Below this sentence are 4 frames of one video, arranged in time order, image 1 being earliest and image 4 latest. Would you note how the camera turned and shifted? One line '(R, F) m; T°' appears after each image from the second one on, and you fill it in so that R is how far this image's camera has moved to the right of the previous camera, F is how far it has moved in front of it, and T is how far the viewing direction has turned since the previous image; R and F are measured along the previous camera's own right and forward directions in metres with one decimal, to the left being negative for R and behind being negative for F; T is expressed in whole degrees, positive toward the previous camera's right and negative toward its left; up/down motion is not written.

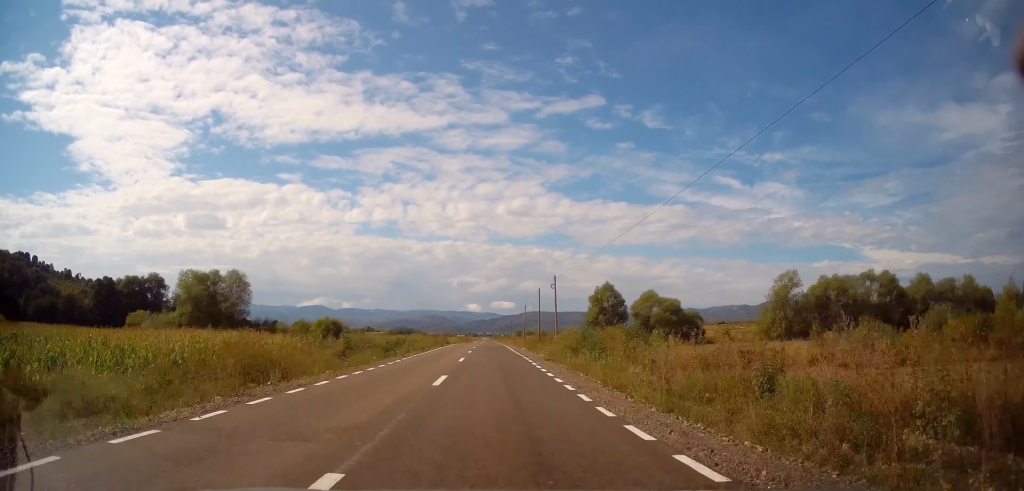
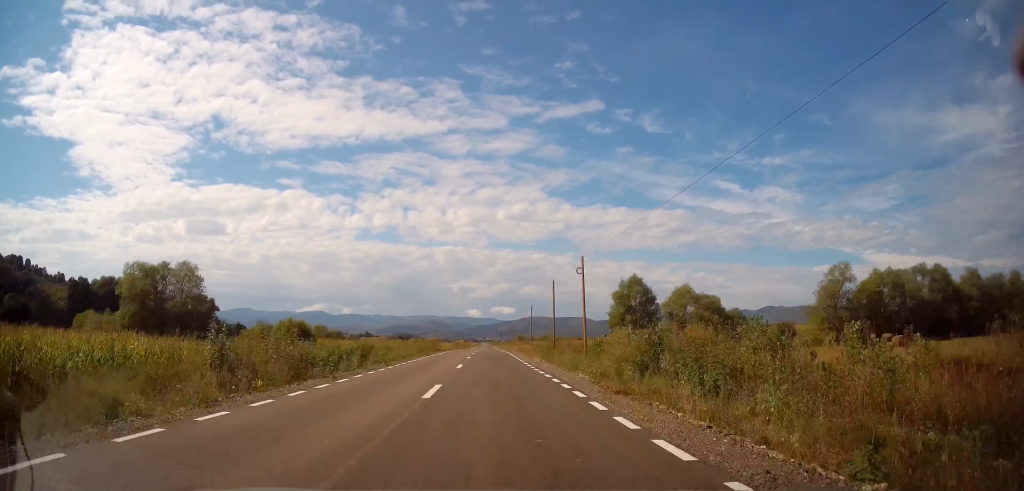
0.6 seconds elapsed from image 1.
(-0.1, +13.7) m; 0°
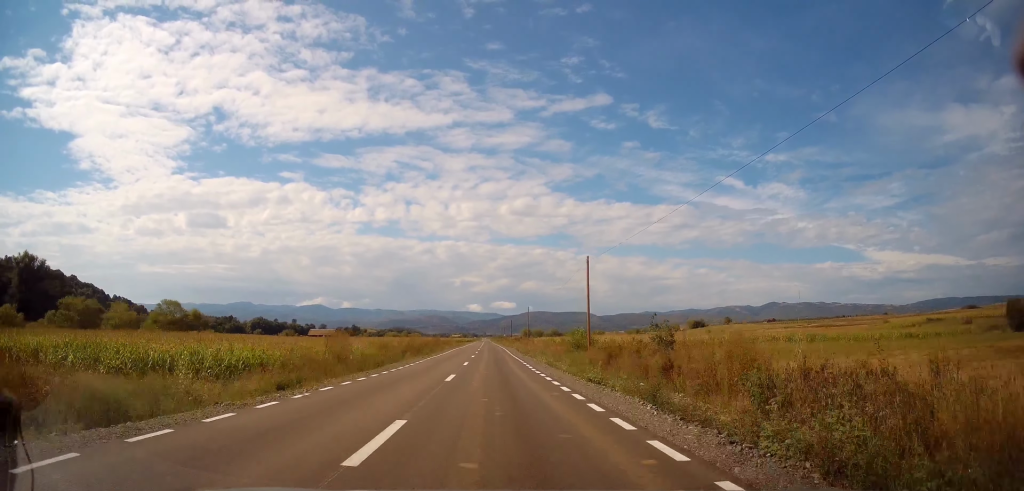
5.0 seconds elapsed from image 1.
(+0.3, +98.4) m; 0°
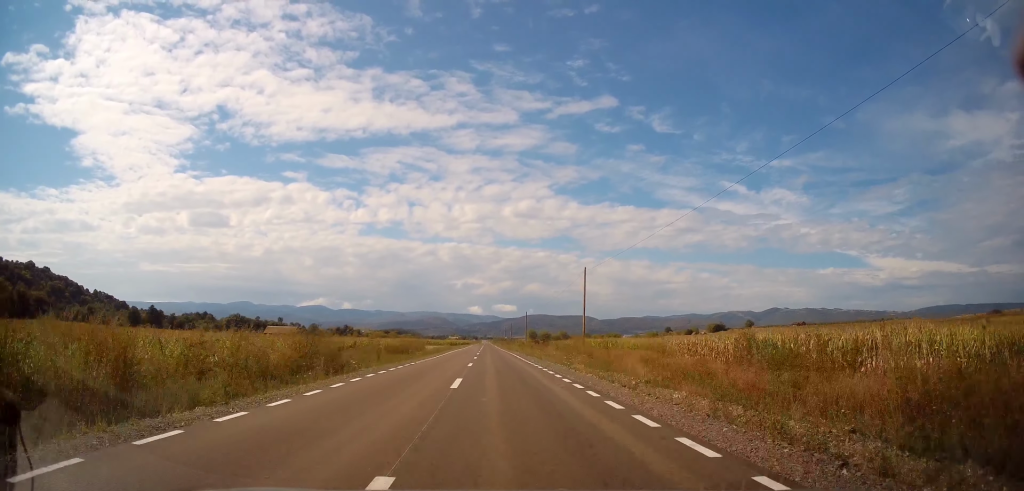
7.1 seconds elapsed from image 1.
(0.0, +49.6) m; +1°
